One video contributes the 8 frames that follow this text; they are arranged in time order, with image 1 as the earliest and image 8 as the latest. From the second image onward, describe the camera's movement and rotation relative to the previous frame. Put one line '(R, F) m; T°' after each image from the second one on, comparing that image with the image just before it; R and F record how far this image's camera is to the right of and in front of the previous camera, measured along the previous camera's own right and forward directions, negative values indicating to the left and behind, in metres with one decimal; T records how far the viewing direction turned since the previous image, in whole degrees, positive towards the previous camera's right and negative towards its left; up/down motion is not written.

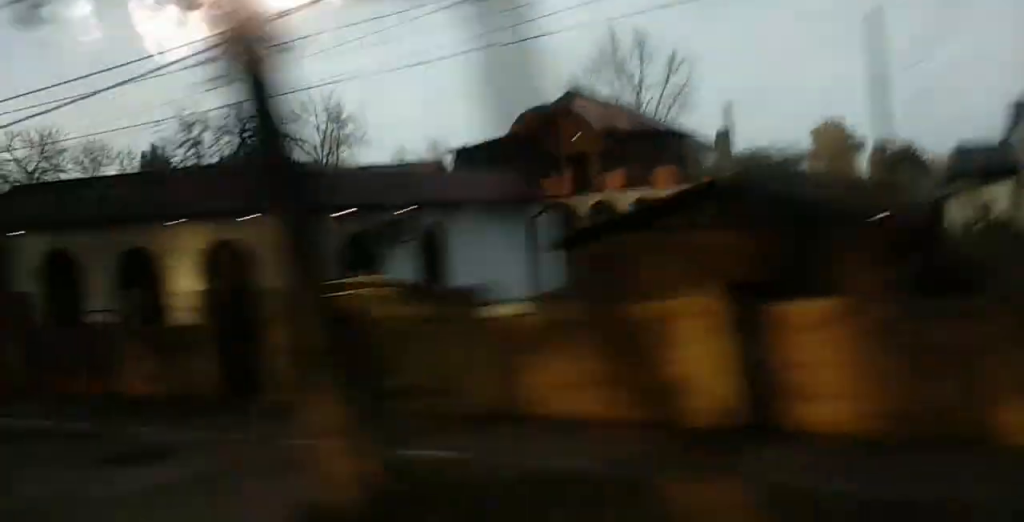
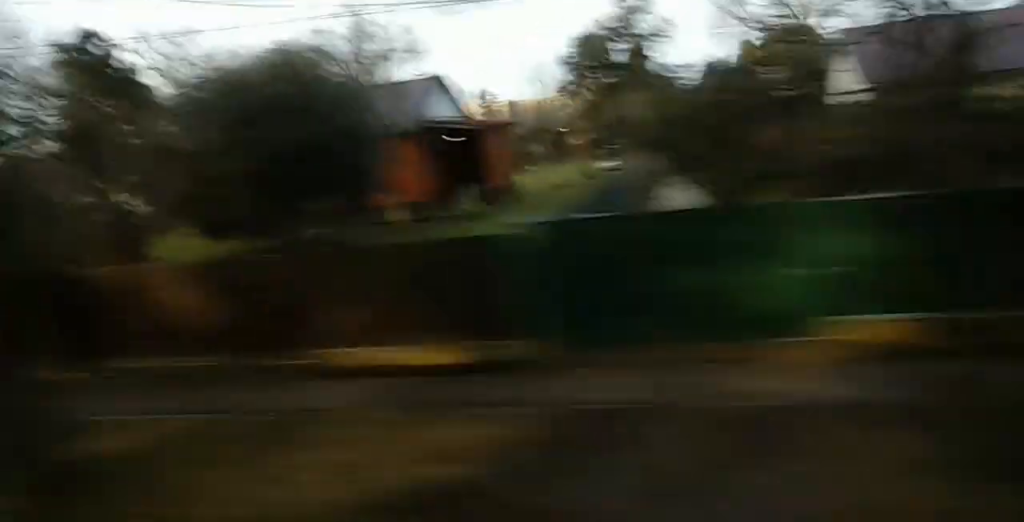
(+0.1, +32.2) m; +1°
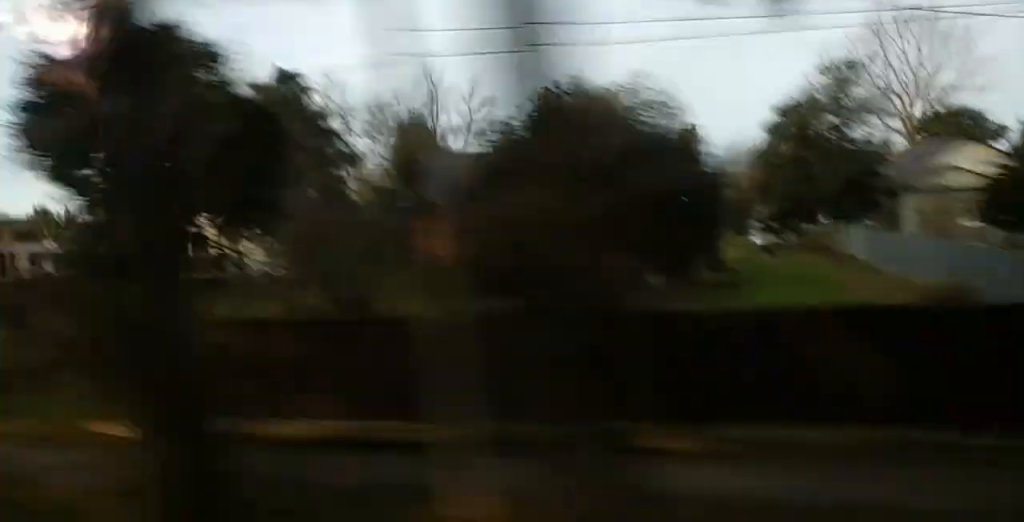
(-0.2, +8.6) m; +1°
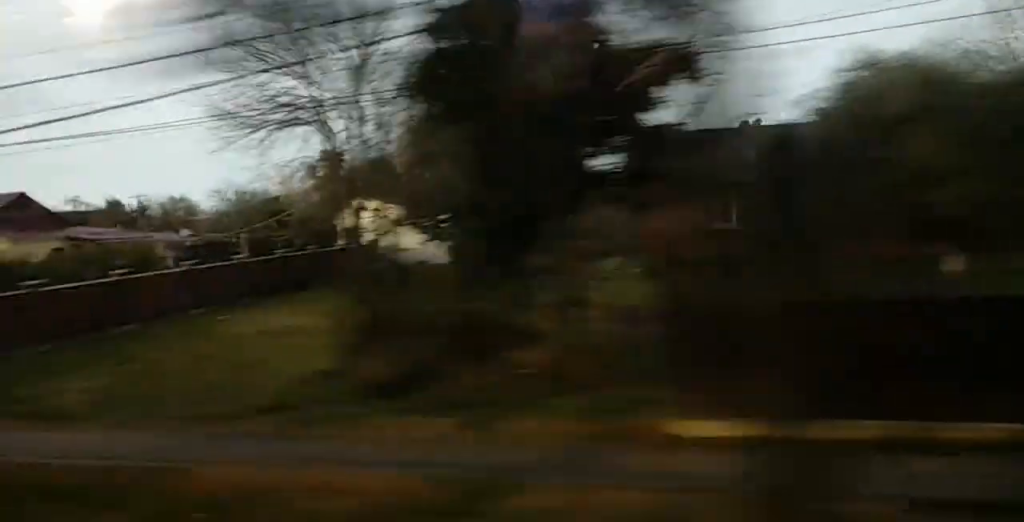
(+0.3, +8.3) m; +1°
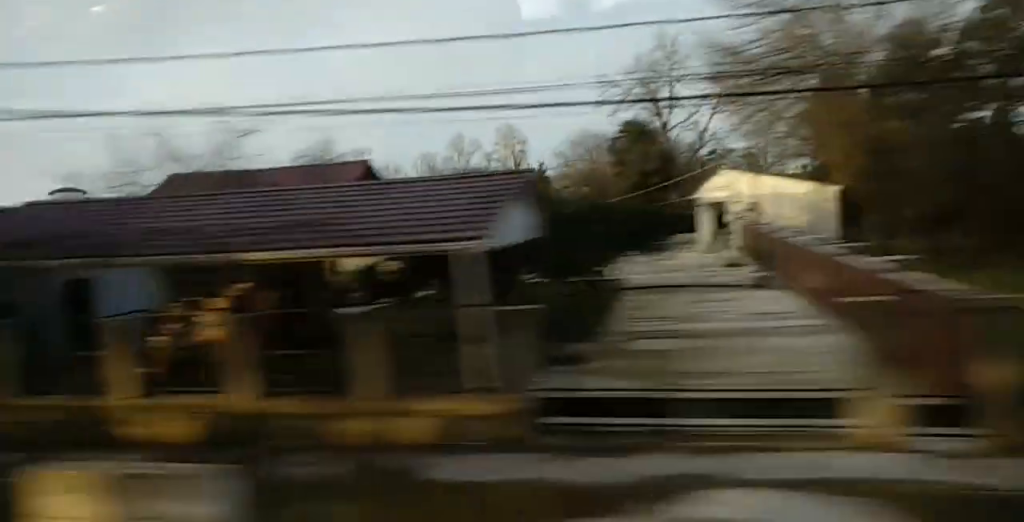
(+0.2, +17.9) m; 0°
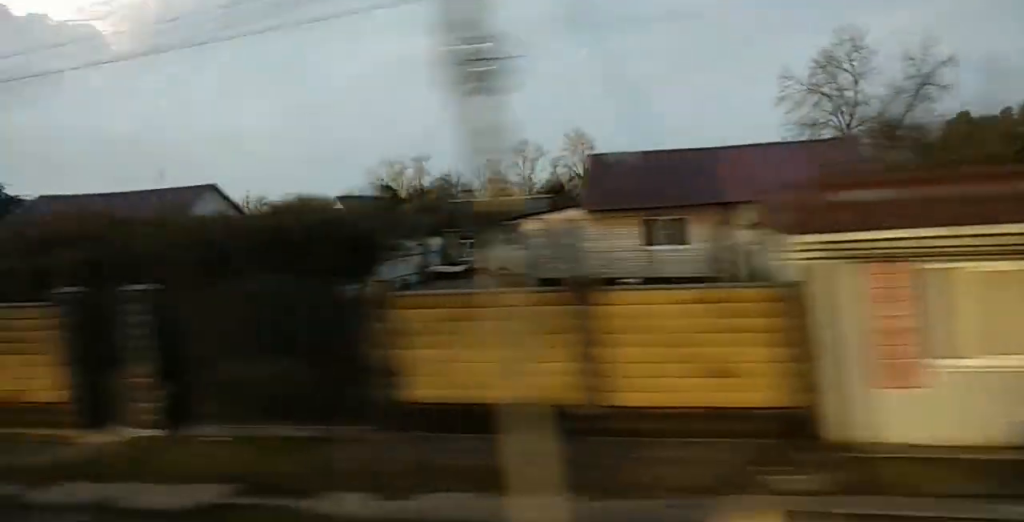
(-0.3, +19.4) m; -1°
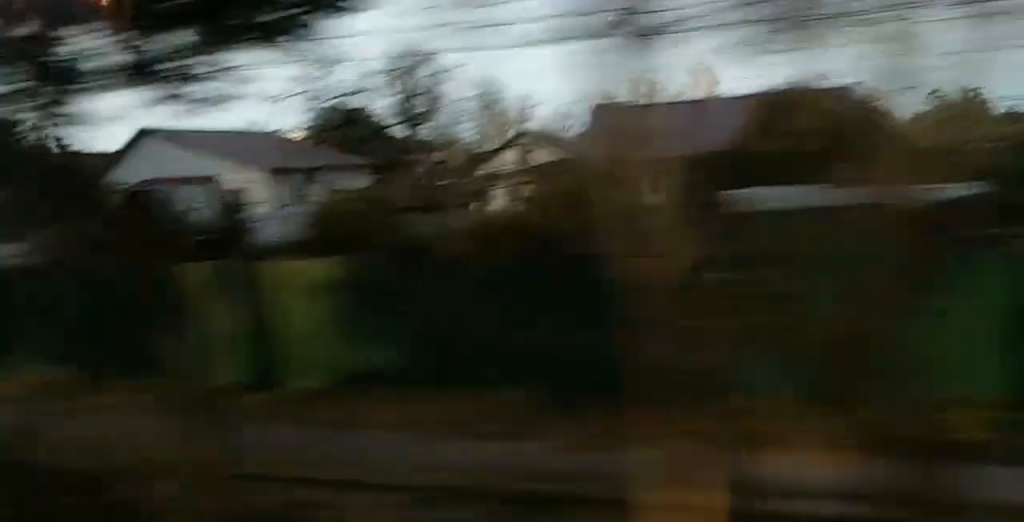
(+0.3, +24.7) m; -3°
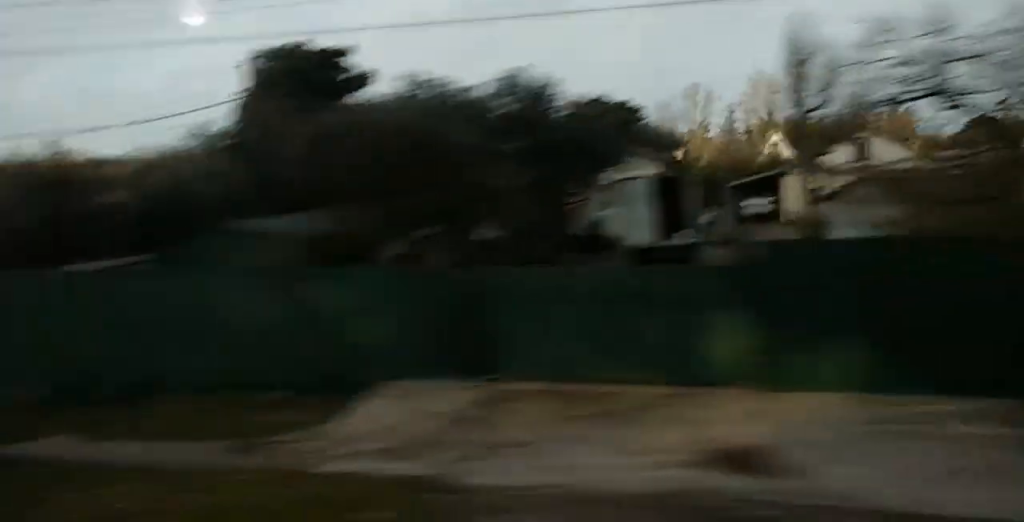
(-1.2, +15.6) m; -12°
